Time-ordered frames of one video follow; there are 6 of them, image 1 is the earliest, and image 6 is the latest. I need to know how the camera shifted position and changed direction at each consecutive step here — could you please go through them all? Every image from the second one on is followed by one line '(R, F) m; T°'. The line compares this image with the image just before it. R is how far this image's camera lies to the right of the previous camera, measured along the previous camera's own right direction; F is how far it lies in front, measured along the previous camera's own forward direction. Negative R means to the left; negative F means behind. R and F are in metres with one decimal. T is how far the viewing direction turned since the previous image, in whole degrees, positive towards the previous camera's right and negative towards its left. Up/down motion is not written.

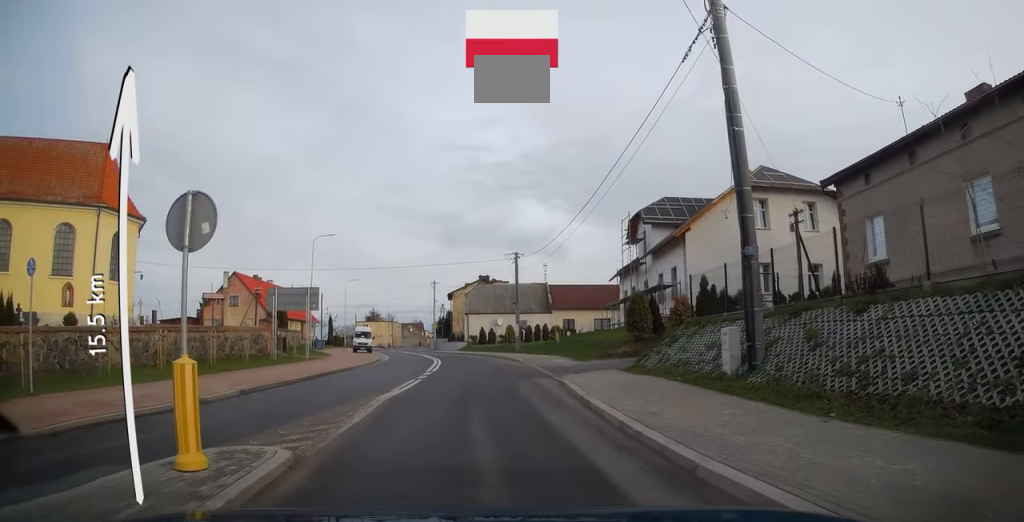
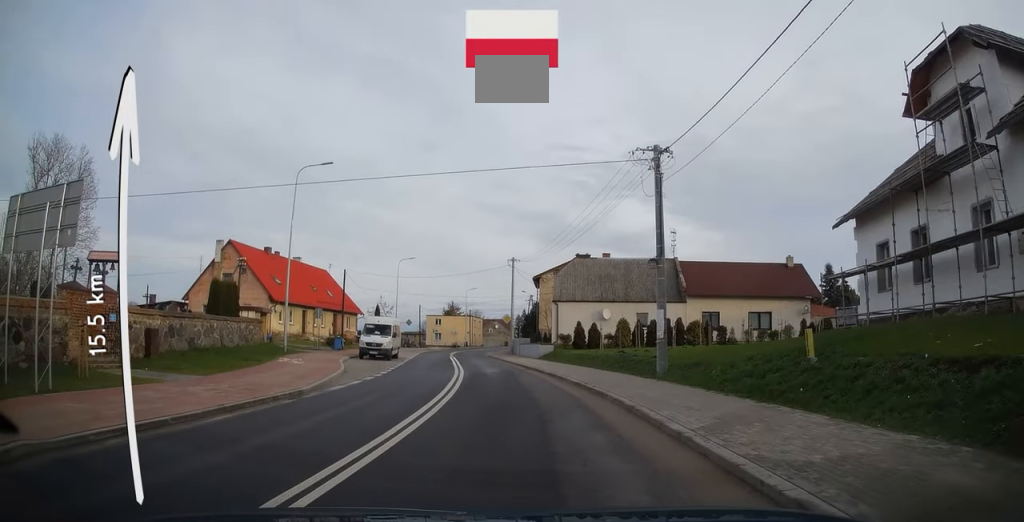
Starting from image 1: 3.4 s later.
(-4.5, +22.7) m; -16°
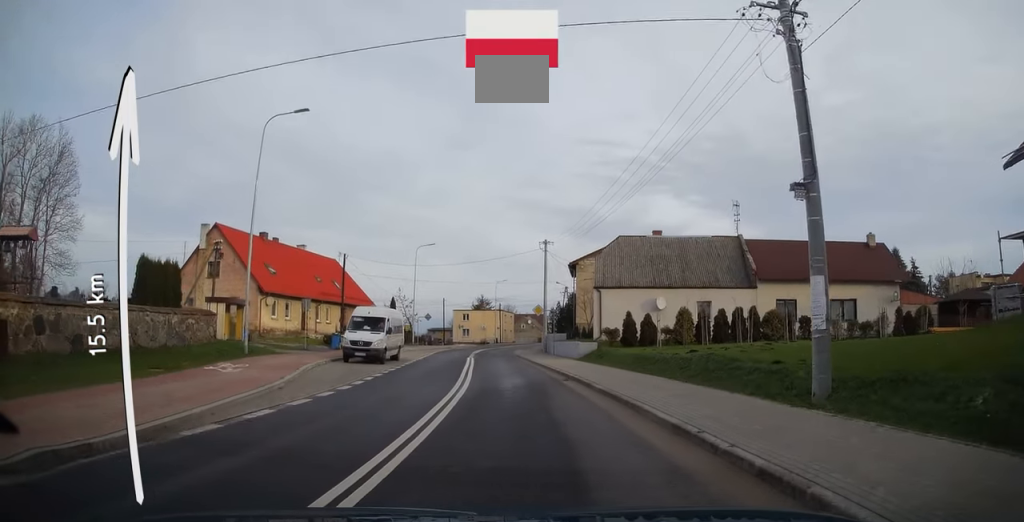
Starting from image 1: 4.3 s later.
(0.0, +7.5) m; -1°
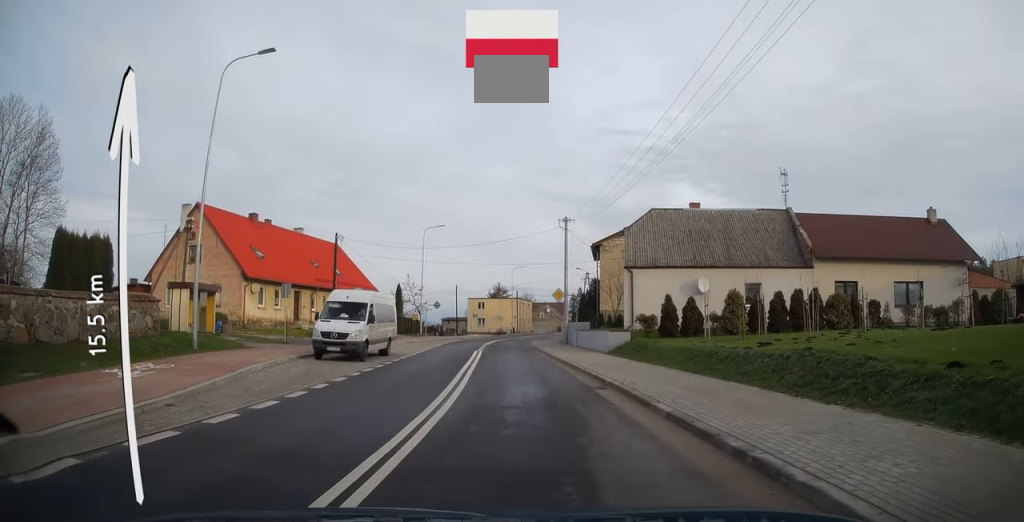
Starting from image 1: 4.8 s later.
(0.0, +5.0) m; -1°
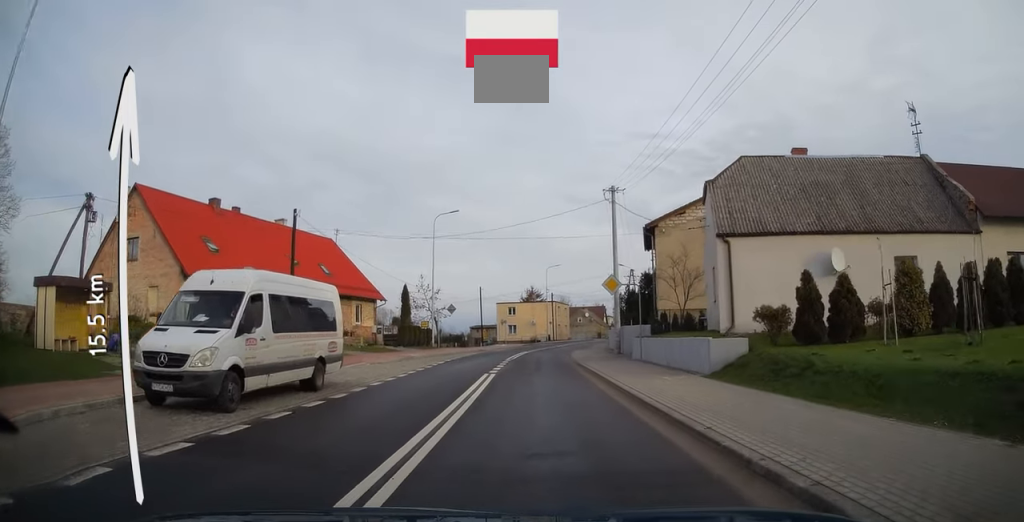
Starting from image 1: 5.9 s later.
(-0.5, +11.3) m; -4°
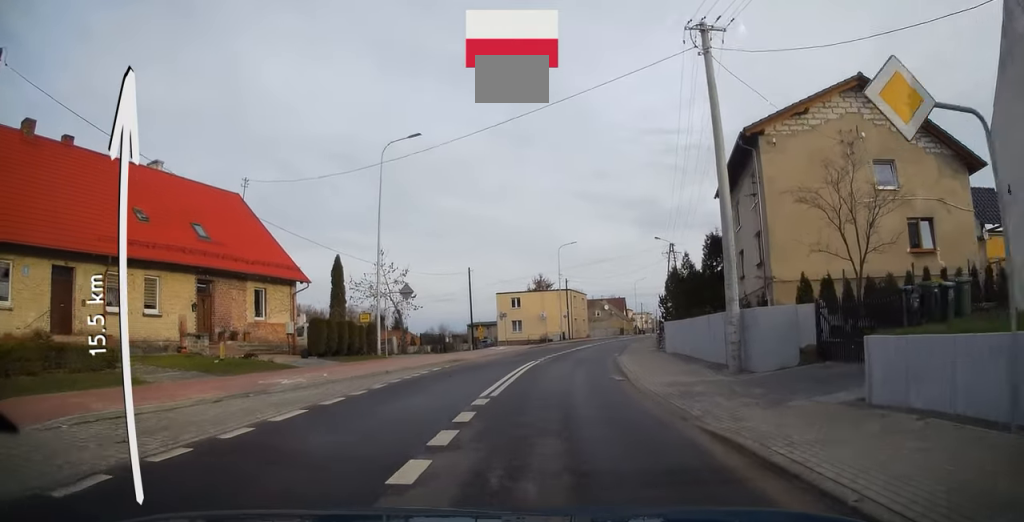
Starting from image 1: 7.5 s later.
(-0.7, +18.4) m; -3°
